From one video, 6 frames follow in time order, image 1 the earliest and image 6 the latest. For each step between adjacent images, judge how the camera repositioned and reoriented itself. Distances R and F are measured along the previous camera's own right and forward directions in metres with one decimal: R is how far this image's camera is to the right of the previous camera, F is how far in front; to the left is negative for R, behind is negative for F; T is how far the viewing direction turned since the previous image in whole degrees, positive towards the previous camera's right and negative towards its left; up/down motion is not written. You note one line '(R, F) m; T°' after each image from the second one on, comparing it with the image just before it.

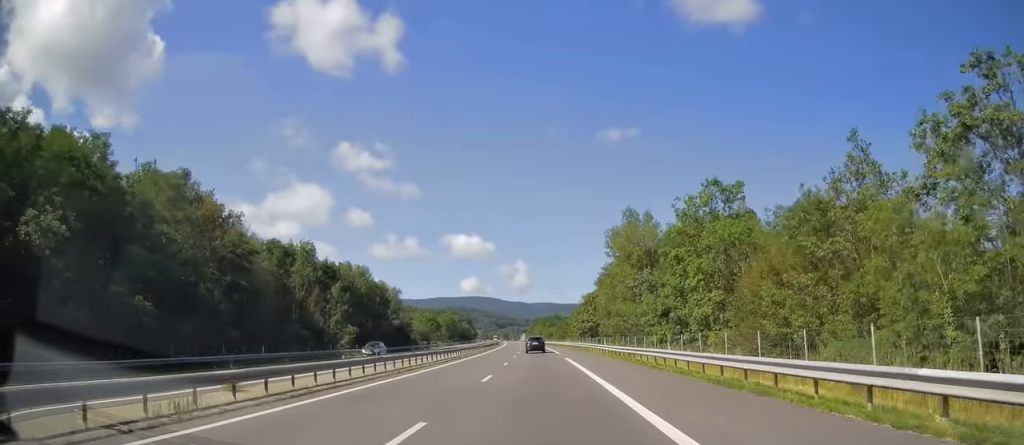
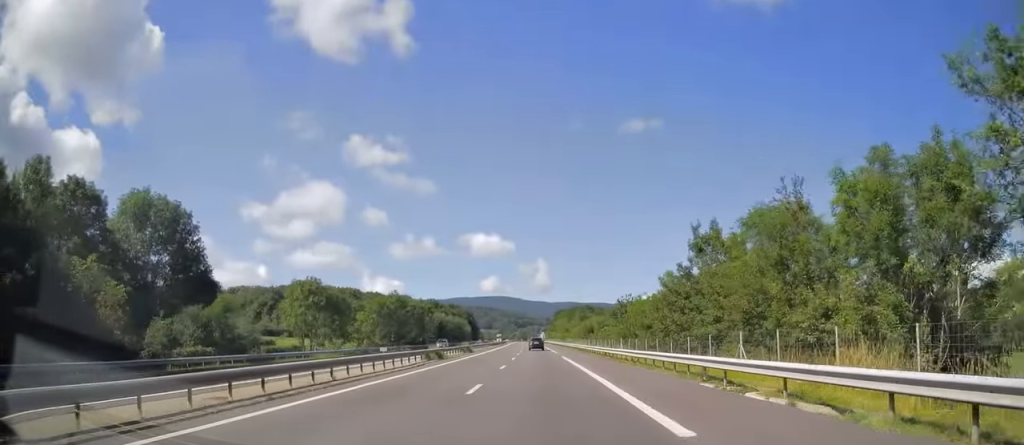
(-2.0, +96.2) m; -2°
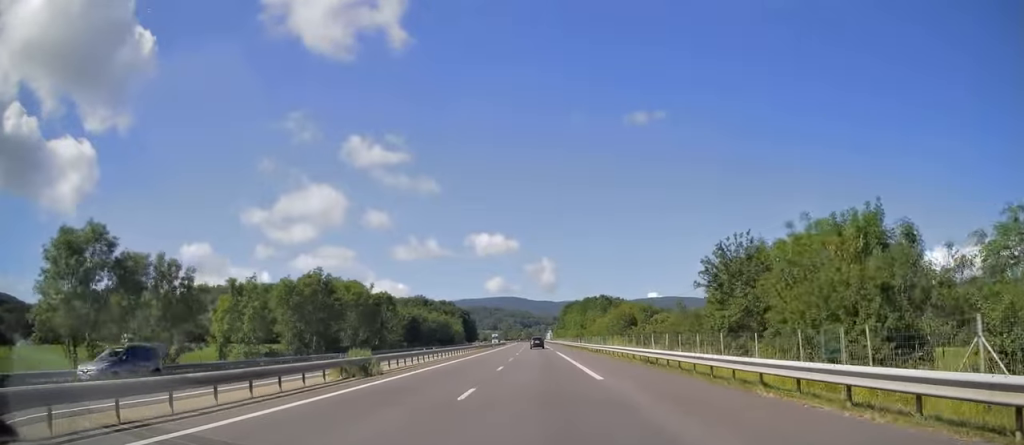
(-0.1, +40.6) m; -1°
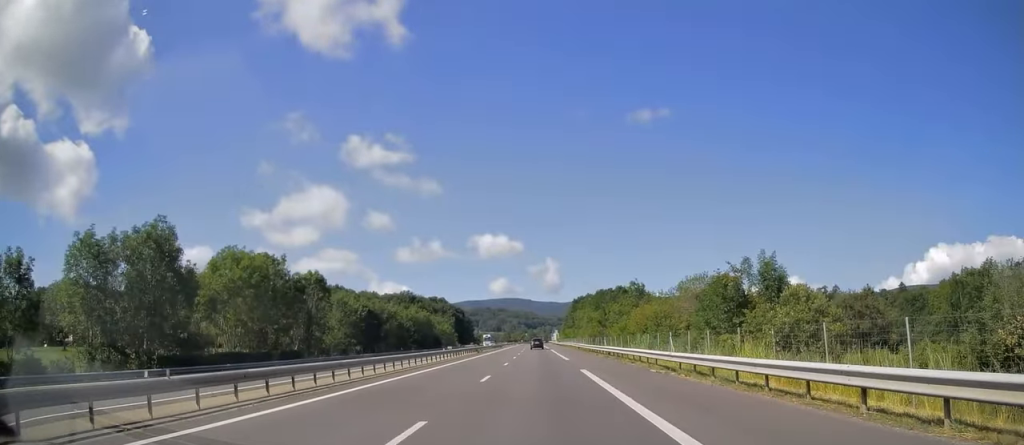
(-0.3, +32.6) m; -1°
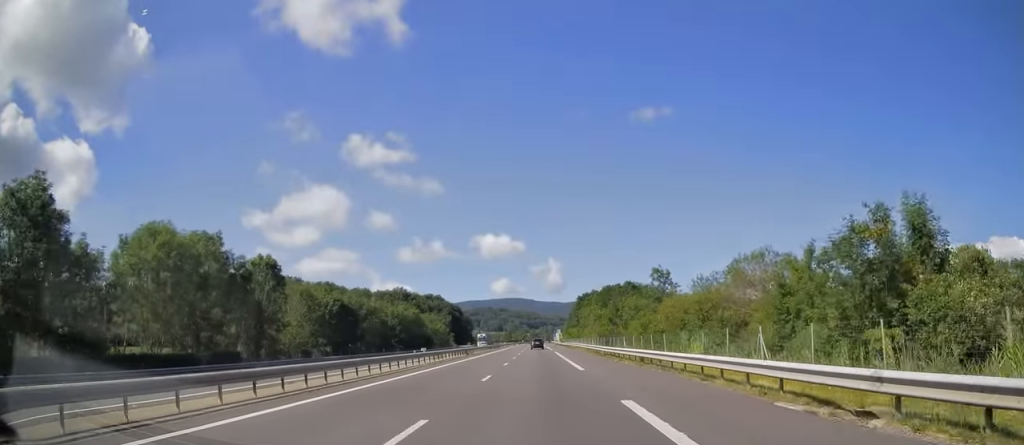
(0.0, +12.8) m; 0°
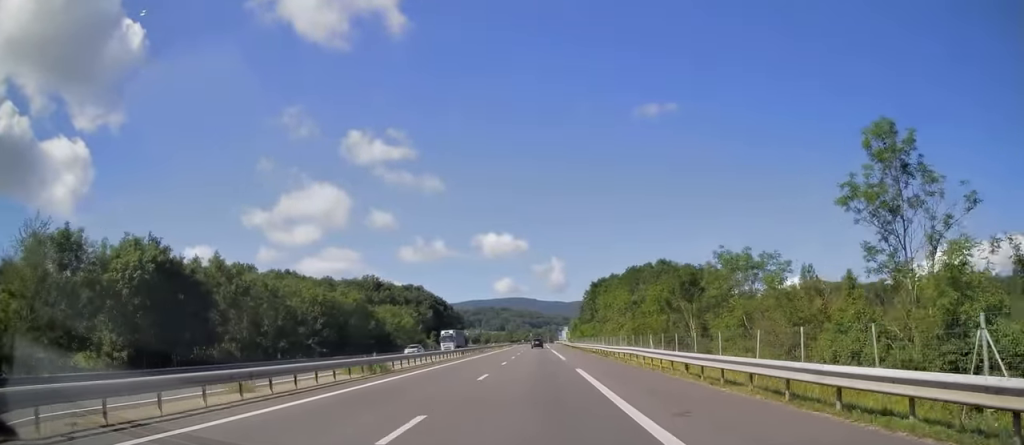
(-0.1, +38.5) m; 0°
